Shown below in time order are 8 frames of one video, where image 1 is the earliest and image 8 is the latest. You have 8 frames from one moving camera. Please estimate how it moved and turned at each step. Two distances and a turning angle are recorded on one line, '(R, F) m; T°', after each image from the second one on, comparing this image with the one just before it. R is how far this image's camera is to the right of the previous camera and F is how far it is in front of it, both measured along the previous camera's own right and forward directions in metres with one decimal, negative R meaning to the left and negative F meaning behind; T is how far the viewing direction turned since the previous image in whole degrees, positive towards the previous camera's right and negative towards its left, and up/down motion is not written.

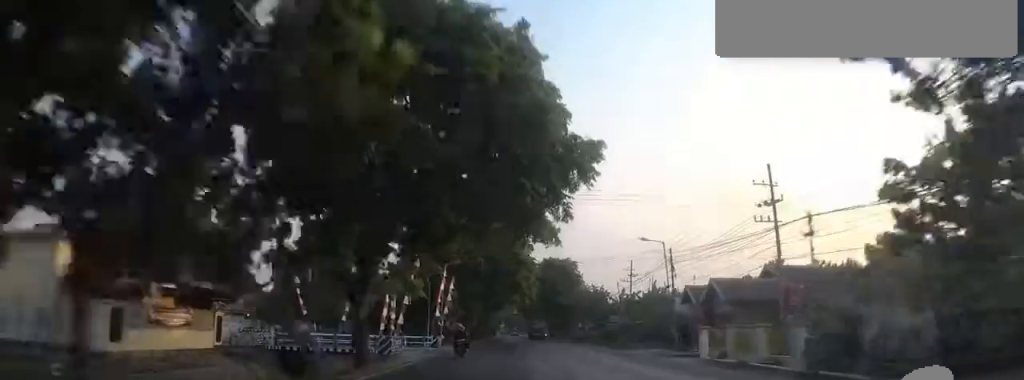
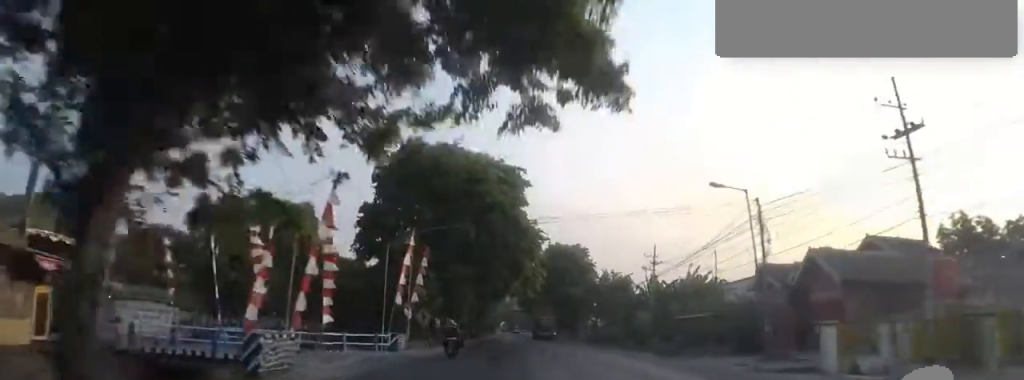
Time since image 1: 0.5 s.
(+0.5, +11.3) m; 0°
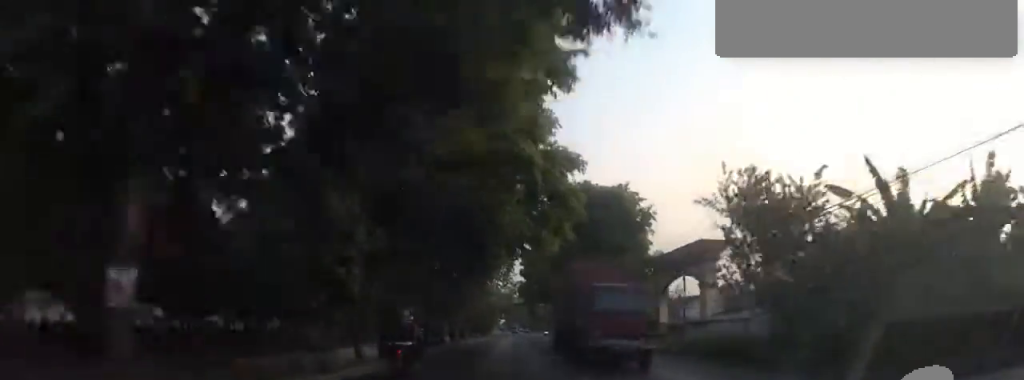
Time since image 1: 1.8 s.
(-1.0, +27.6) m; -2°
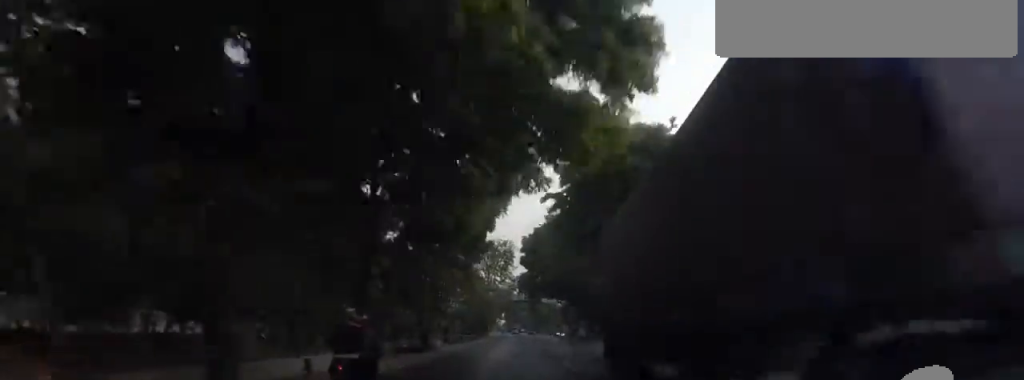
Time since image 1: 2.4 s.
(-0.1, +12.0) m; +1°
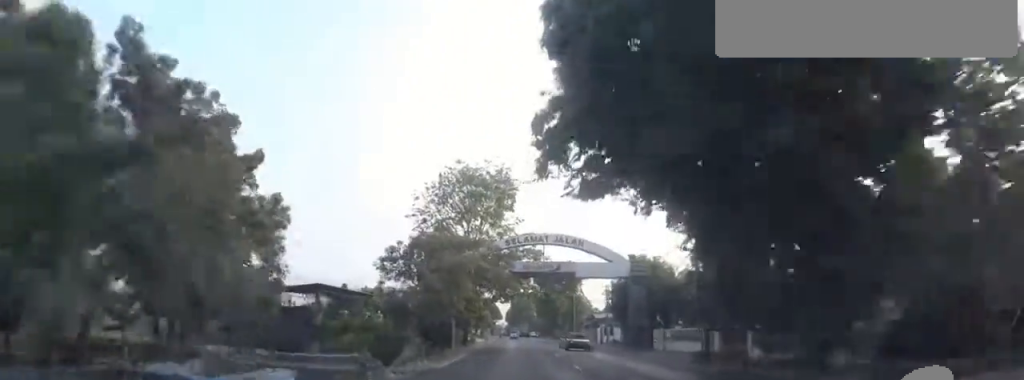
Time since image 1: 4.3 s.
(+0.4, +41.5) m; -1°
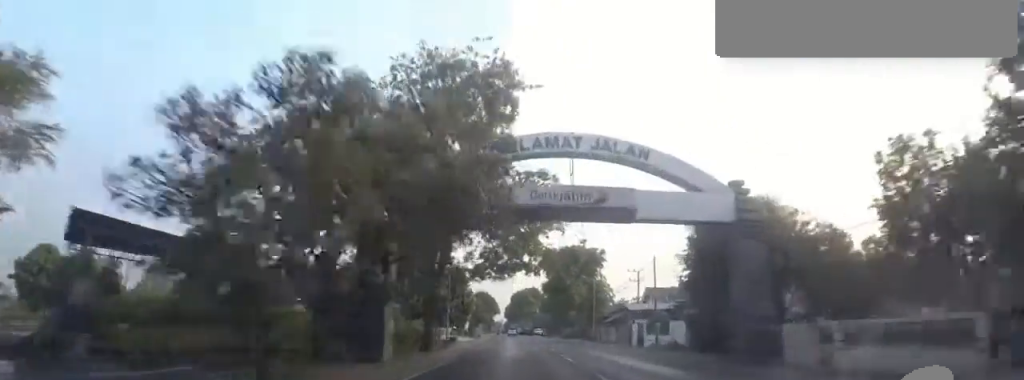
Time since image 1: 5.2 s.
(-0.2, +19.2) m; +1°
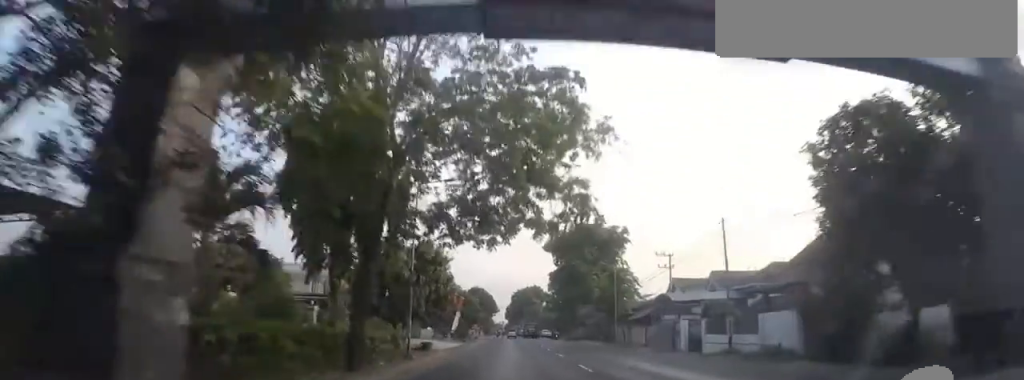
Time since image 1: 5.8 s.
(0.0, +12.7) m; +1°
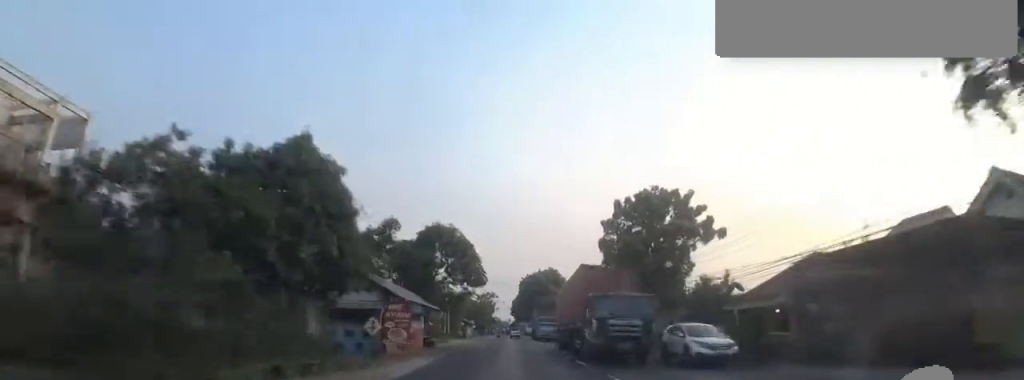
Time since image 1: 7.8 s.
(-0.4, +46.3) m; -3°
